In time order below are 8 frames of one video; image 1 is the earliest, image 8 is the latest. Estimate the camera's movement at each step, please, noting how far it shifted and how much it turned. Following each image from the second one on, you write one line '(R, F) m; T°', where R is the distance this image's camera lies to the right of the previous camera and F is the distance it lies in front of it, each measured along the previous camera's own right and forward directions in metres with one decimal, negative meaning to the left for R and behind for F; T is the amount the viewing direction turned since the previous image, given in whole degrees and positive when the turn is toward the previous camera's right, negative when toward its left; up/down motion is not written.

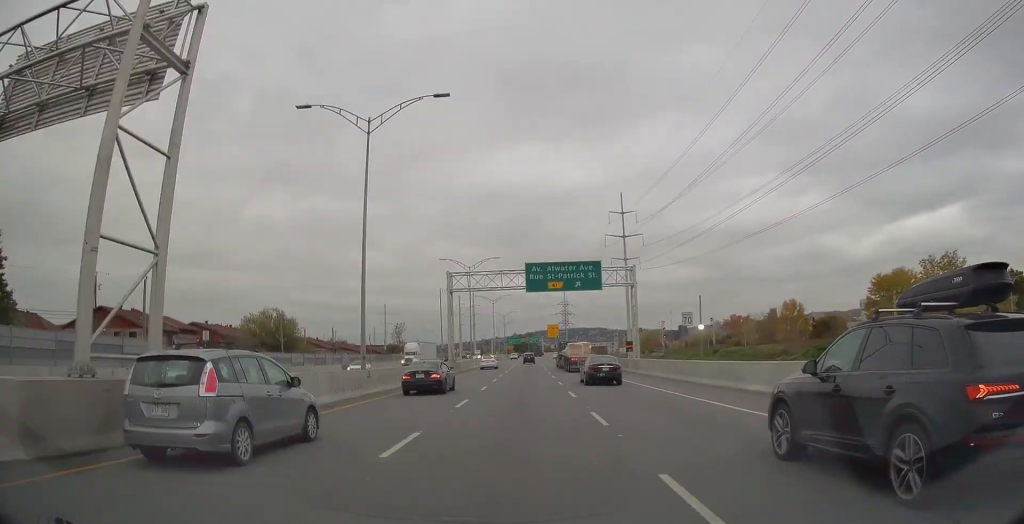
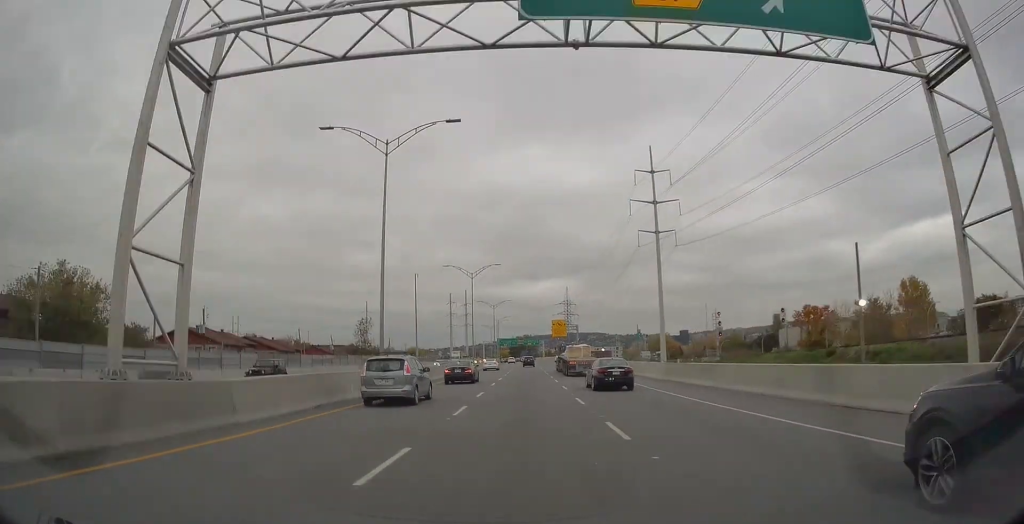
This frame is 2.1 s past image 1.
(-0.1, +46.7) m; 0°
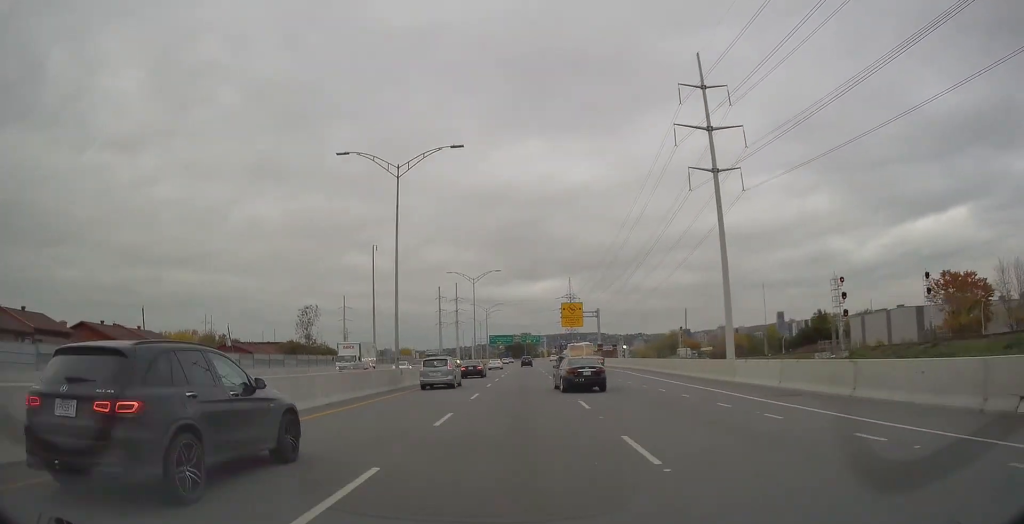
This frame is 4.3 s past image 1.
(+0.1, +45.4) m; 0°
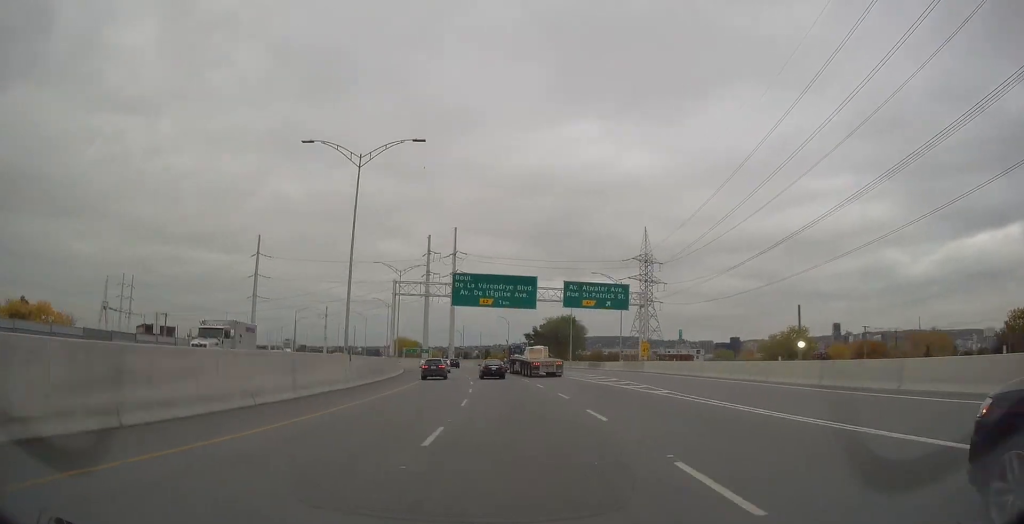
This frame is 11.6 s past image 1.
(-5.7, +152.9) m; -8°
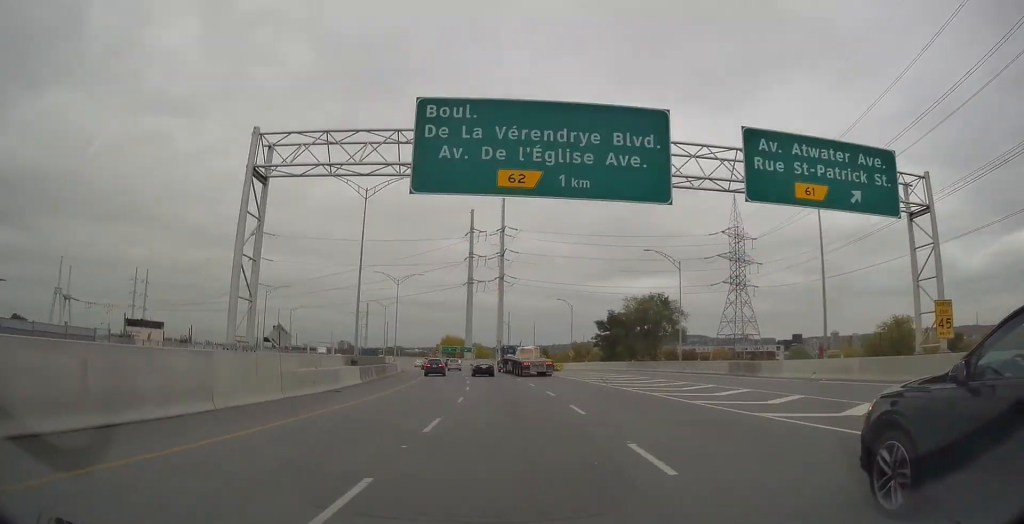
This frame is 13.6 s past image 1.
(-0.7, +41.2) m; -5°
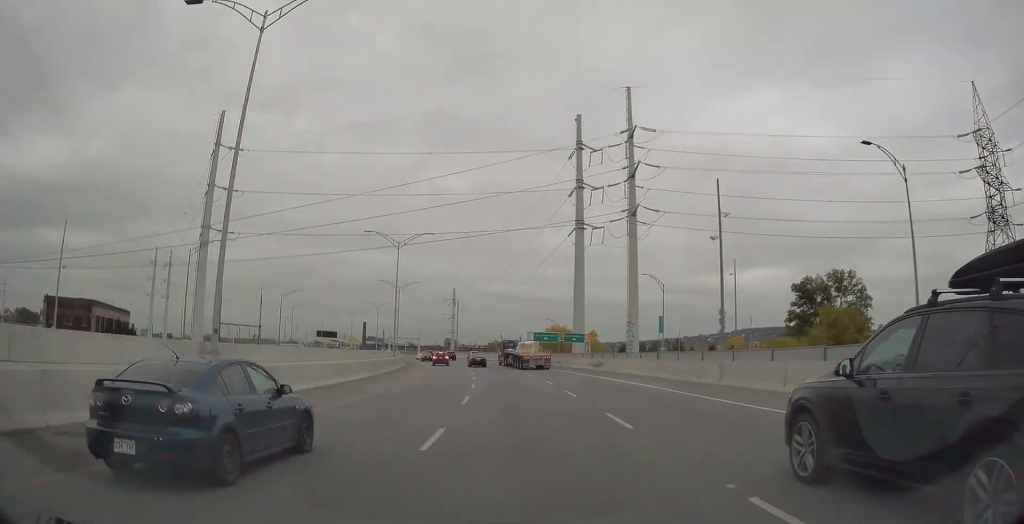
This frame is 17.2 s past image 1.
(-6.4, +73.3) m; -9°
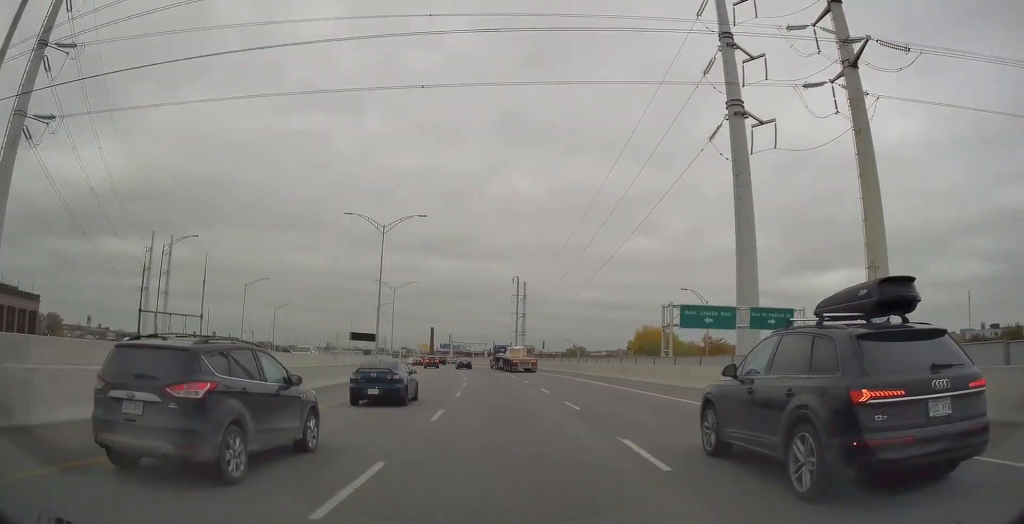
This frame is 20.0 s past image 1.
(-4.0, +57.0) m; -7°
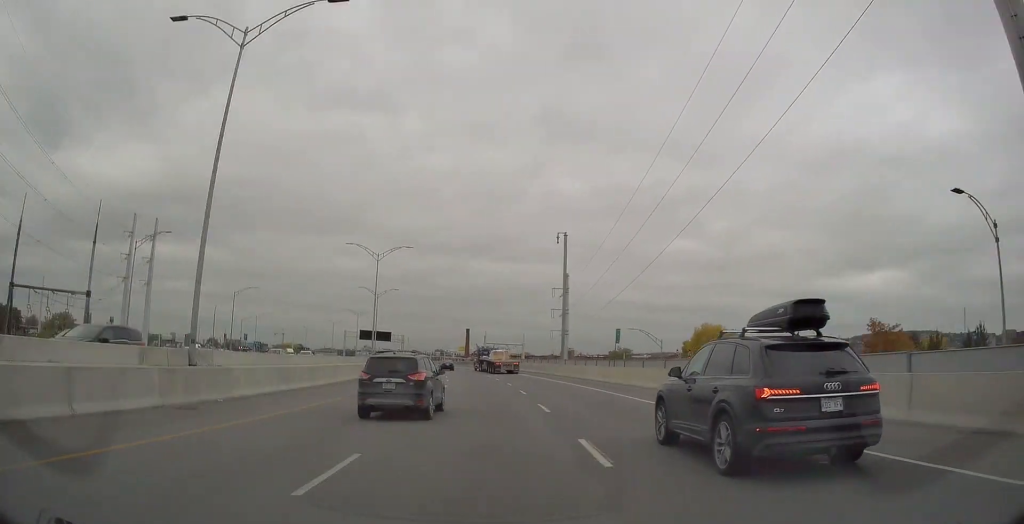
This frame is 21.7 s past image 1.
(-0.3, +35.5) m; -5°
